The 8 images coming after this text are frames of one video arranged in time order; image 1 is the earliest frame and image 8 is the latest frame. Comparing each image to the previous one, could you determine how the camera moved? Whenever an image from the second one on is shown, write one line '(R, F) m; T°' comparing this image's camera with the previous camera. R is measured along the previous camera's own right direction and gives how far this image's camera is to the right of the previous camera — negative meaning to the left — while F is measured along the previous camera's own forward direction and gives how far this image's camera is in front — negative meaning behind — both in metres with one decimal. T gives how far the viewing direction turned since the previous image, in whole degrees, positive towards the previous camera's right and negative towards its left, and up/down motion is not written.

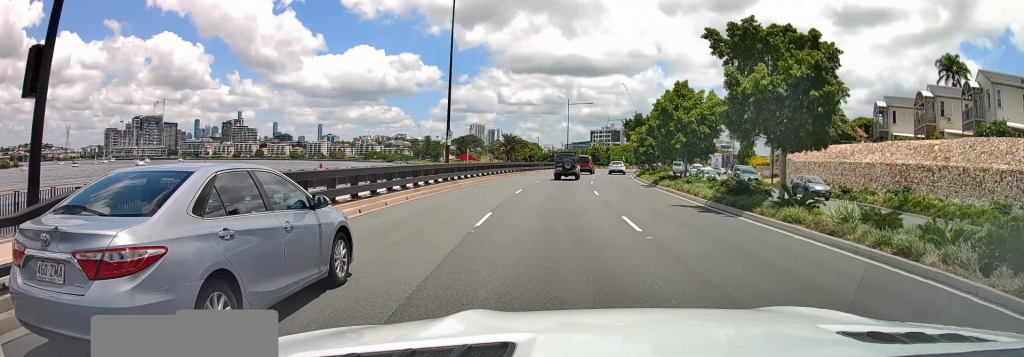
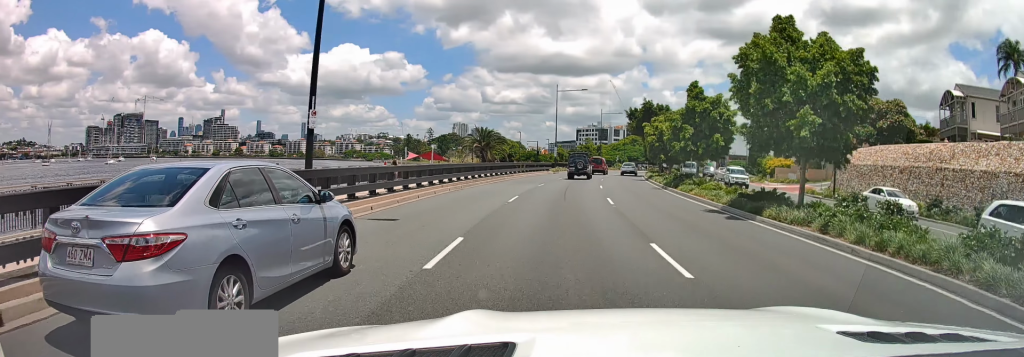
(0.0, +16.5) m; +2°
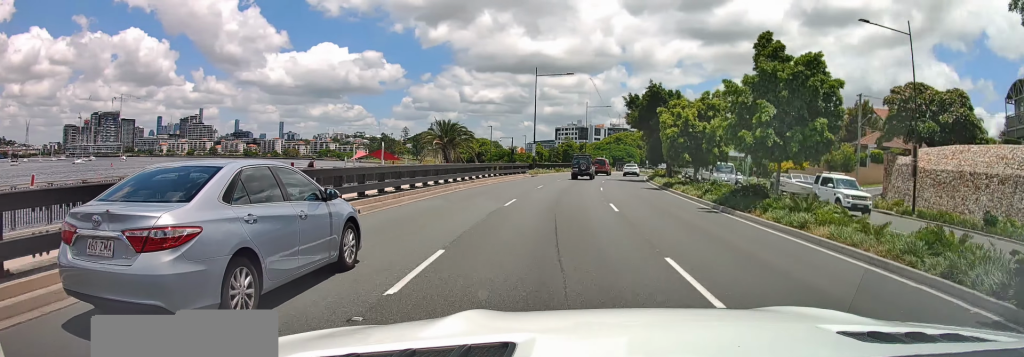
(+0.4, +13.4) m; +2°
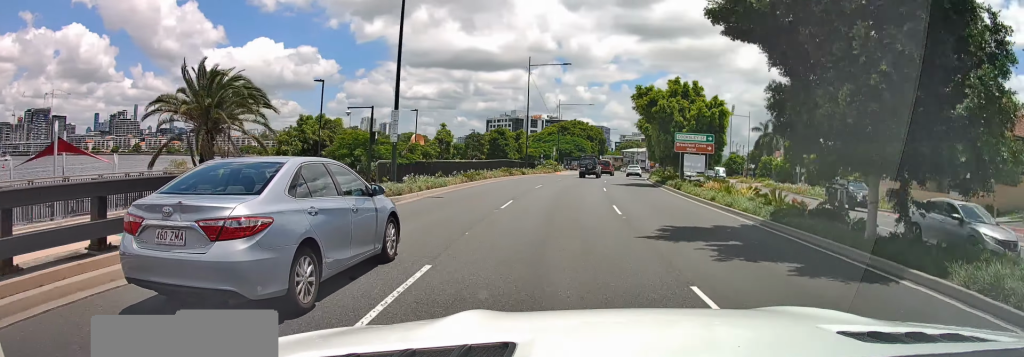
(+2.3, +36.9) m; +7°
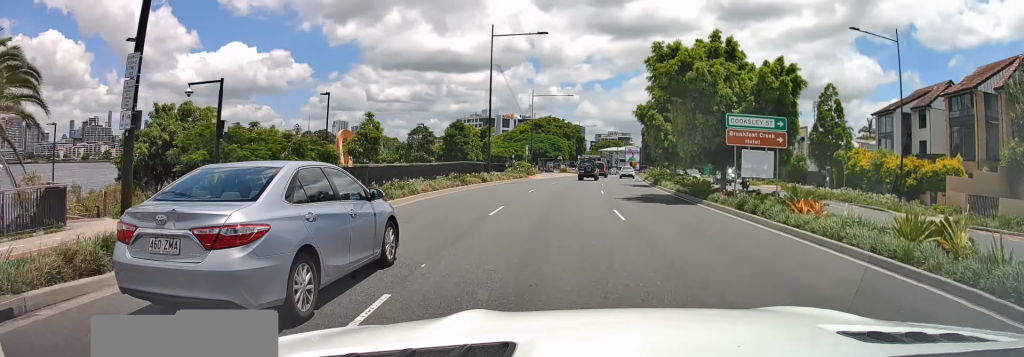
(+0.2, +13.5) m; +3°
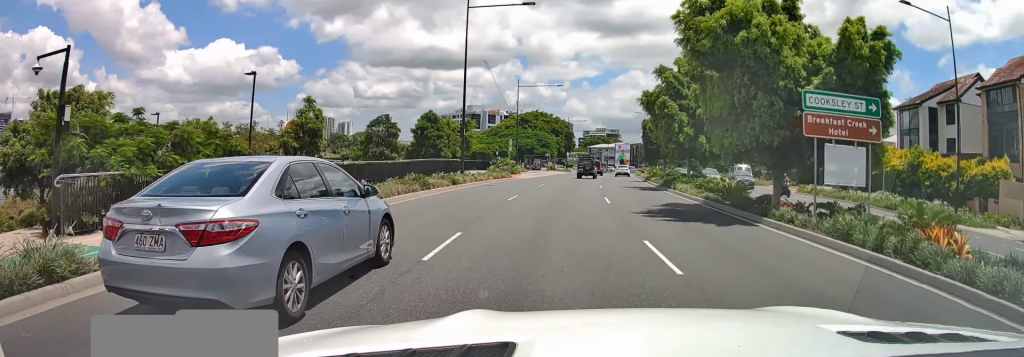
(+0.1, +7.1) m; +1°
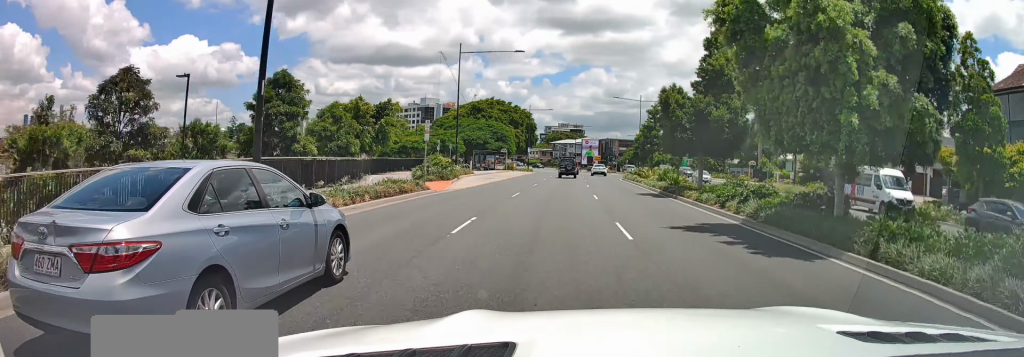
(+0.9, +20.5) m; +4°
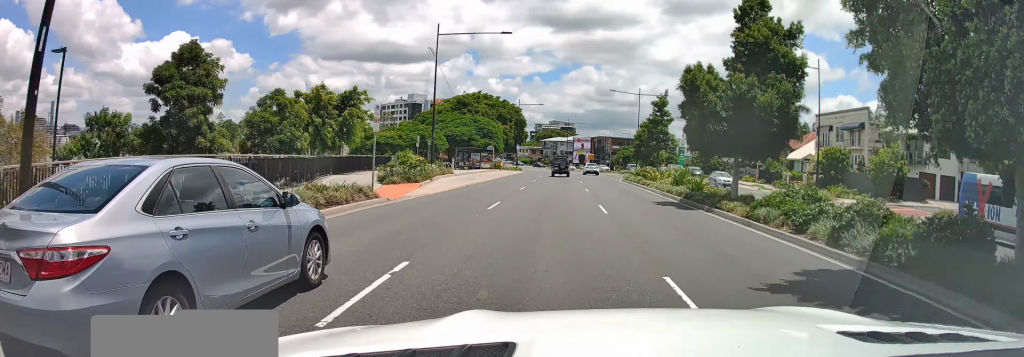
(-0.1, +6.4) m; +1°
